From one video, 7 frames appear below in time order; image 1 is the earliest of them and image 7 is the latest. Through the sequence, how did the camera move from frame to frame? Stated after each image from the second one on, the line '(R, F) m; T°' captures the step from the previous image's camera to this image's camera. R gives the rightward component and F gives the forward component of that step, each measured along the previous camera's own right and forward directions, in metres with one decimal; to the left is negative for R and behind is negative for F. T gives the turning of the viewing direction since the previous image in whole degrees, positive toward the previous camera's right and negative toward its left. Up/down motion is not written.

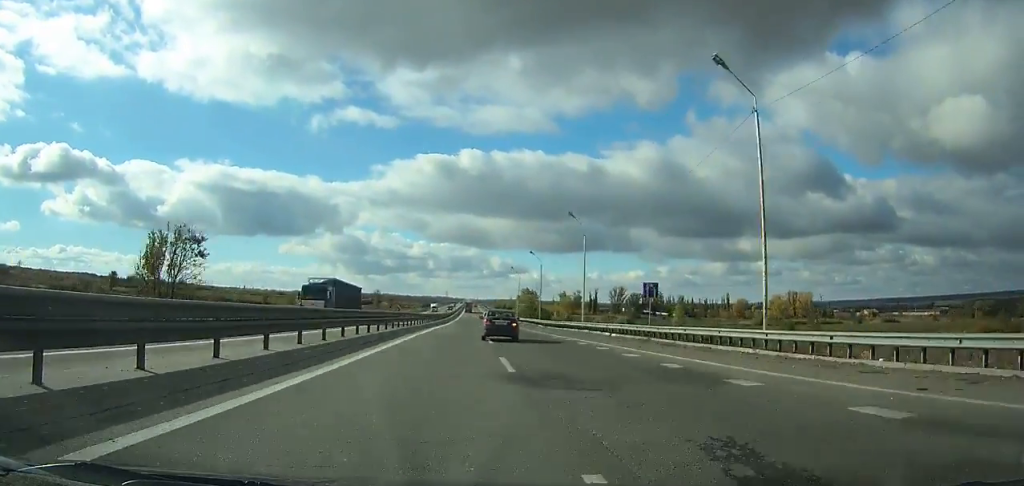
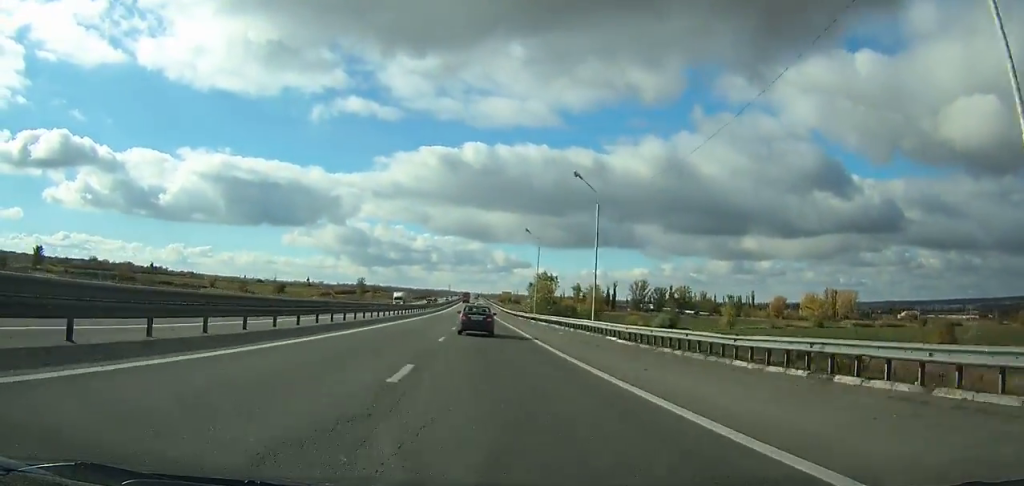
(+0.5, +48.6) m; 0°
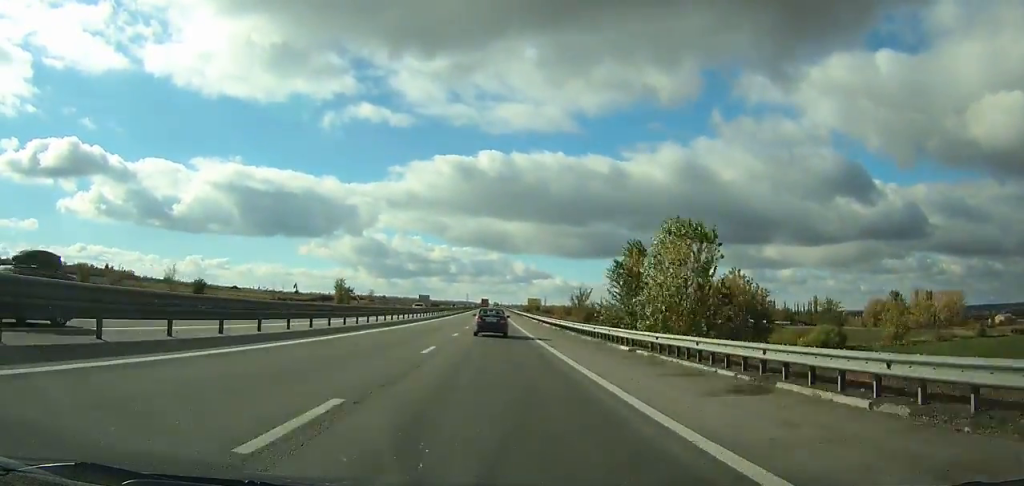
(-0.5, +80.6) m; -1°
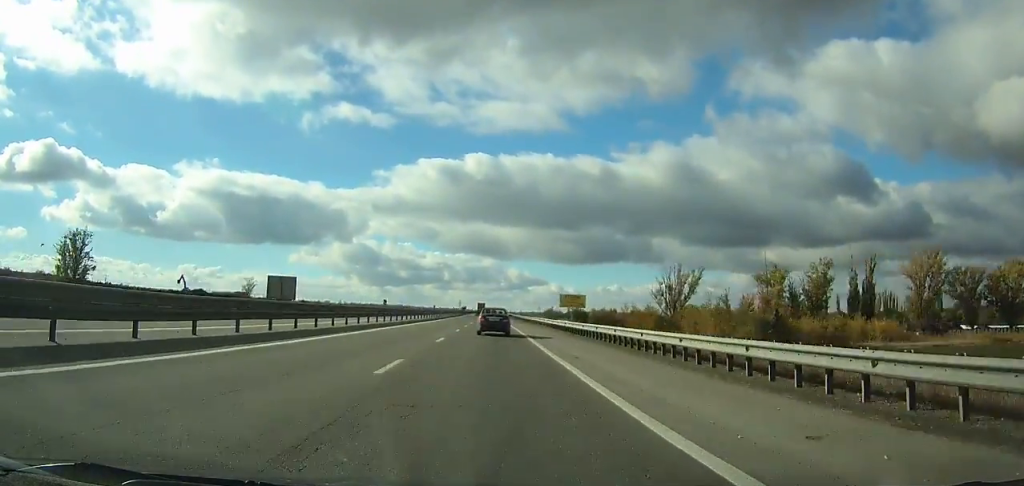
(-0.9, +155.6) m; 0°
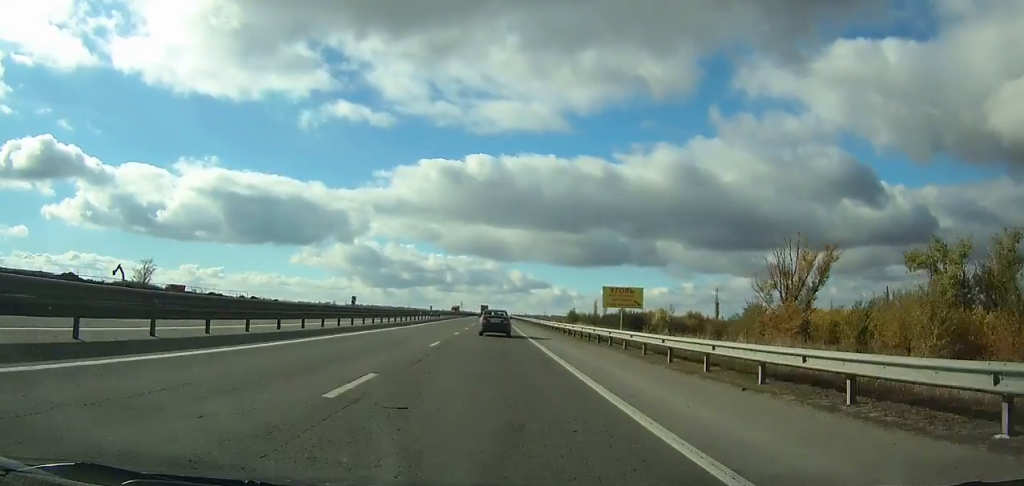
(0.0, +51.0) m; 0°
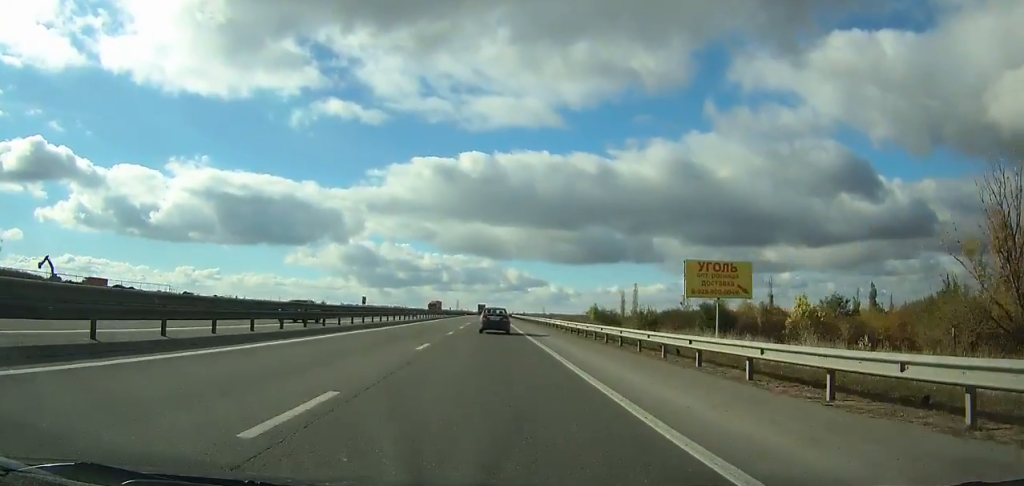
(0.0, +39.6) m; 0°
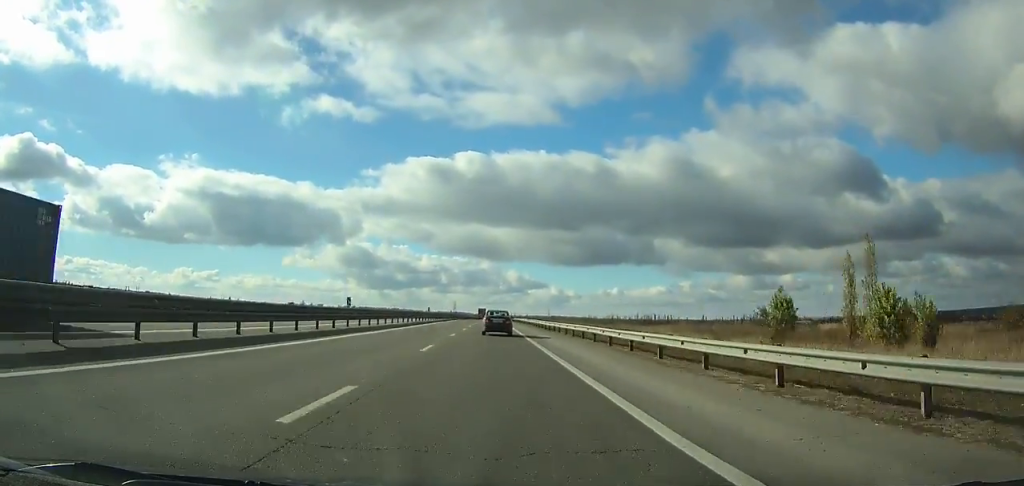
(-0.2, +85.1) m; 0°
